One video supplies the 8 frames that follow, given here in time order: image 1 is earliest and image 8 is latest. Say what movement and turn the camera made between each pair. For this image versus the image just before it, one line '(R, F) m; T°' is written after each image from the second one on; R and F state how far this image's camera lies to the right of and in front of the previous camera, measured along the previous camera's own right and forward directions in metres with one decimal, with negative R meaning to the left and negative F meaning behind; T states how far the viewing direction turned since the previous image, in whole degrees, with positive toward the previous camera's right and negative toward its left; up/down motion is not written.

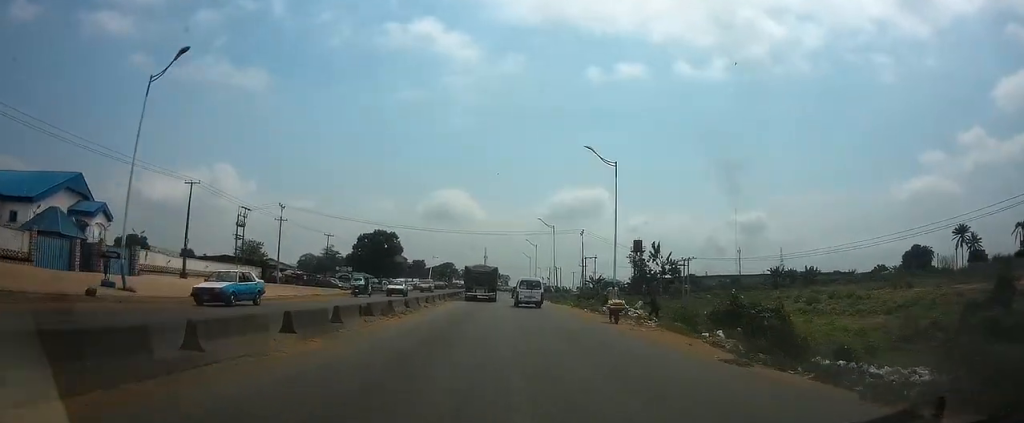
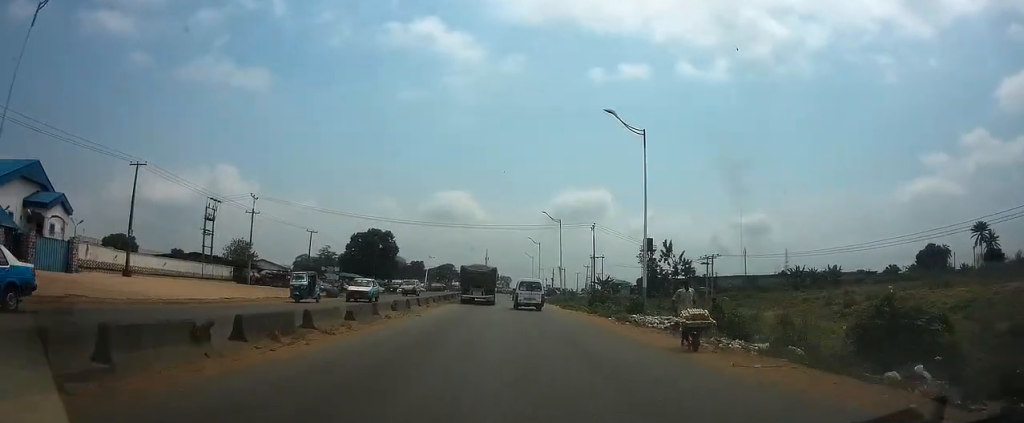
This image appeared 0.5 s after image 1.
(0.0, +8.6) m; 0°
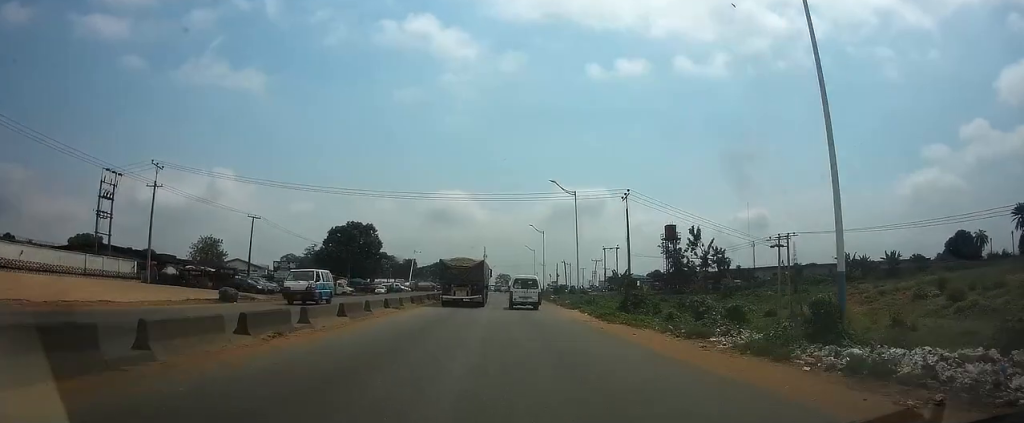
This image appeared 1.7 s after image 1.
(-0.1, +19.5) m; 0°
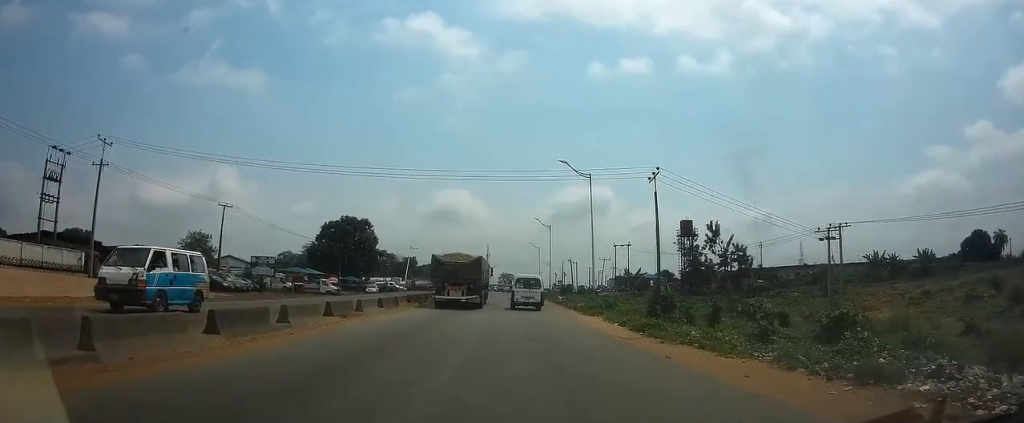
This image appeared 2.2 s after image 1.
(0.0, +8.4) m; 0°
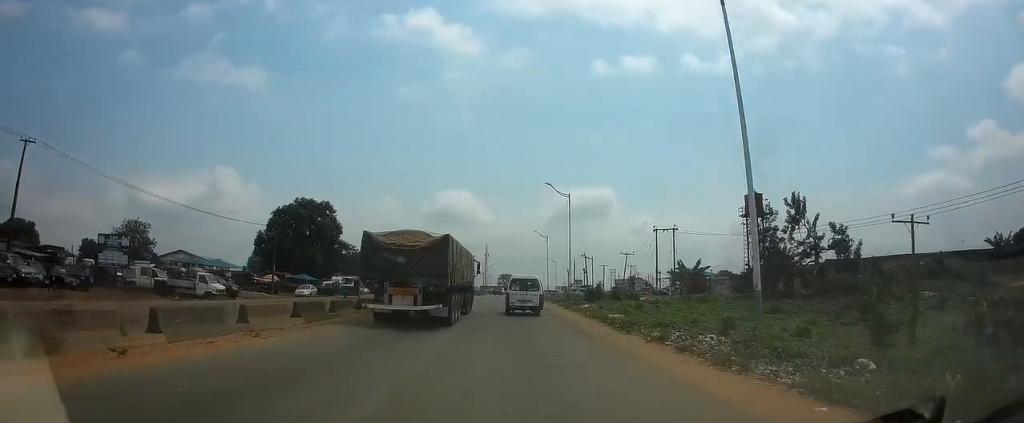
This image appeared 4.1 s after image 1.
(+0.1, +28.6) m; 0°
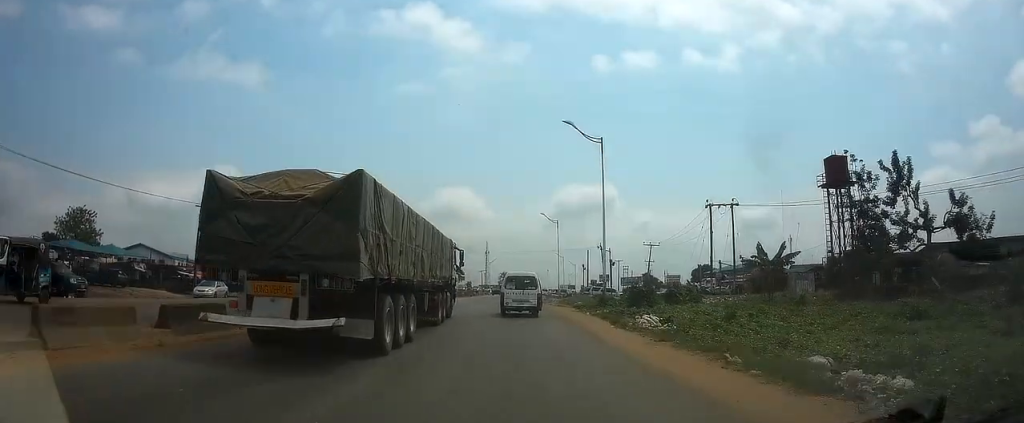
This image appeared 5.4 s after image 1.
(-0.2, +20.5) m; 0°
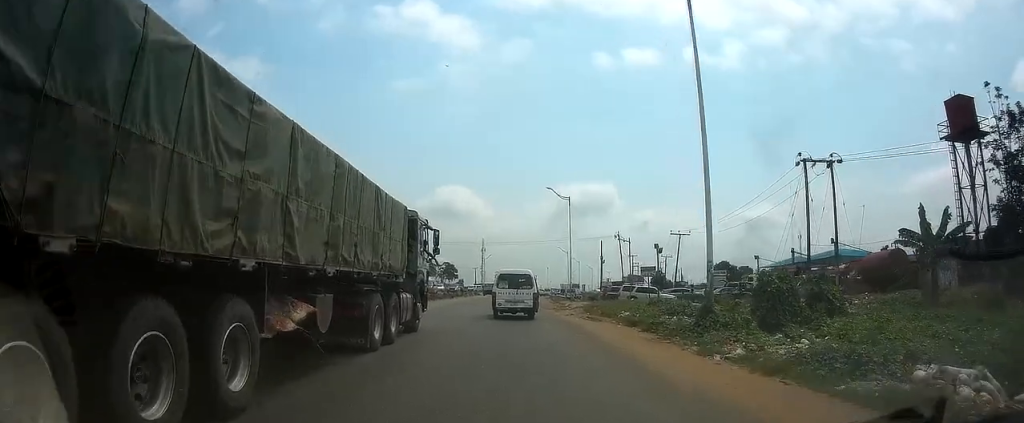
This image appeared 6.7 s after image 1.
(+0.1, +18.5) m; +1°
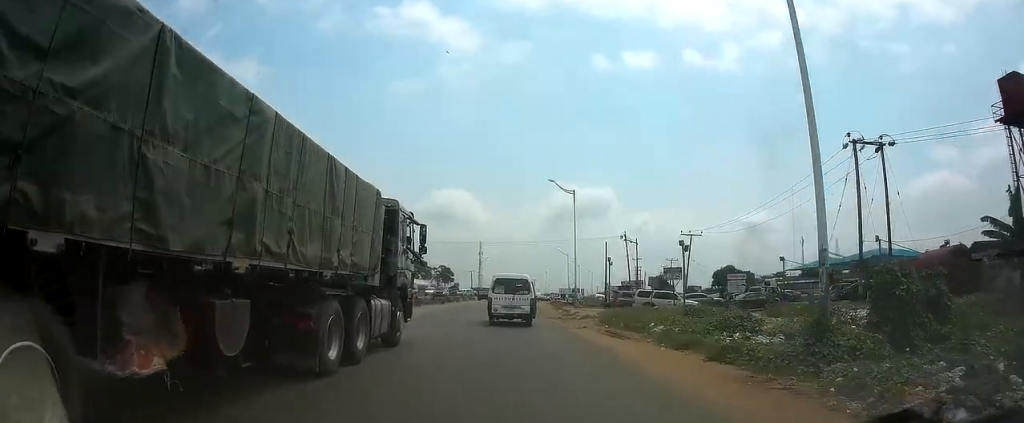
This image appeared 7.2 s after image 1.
(0.0, +6.2) m; 0°
